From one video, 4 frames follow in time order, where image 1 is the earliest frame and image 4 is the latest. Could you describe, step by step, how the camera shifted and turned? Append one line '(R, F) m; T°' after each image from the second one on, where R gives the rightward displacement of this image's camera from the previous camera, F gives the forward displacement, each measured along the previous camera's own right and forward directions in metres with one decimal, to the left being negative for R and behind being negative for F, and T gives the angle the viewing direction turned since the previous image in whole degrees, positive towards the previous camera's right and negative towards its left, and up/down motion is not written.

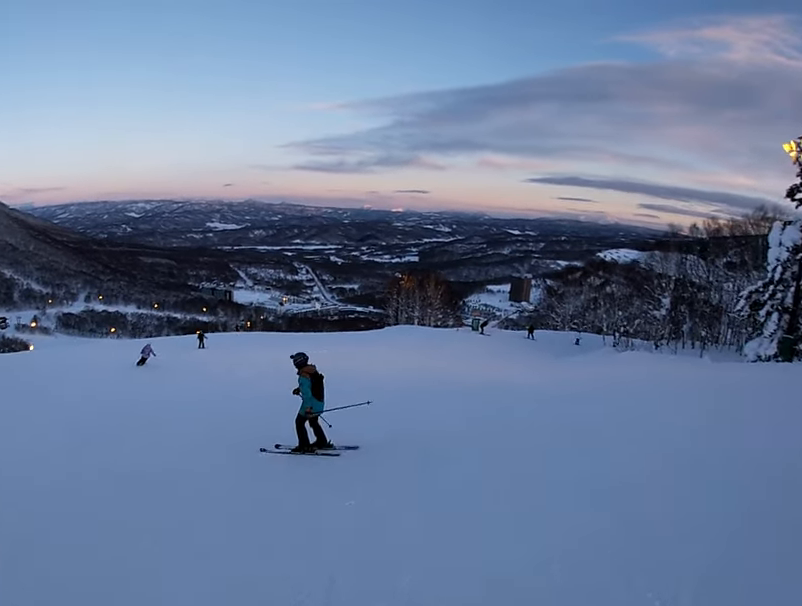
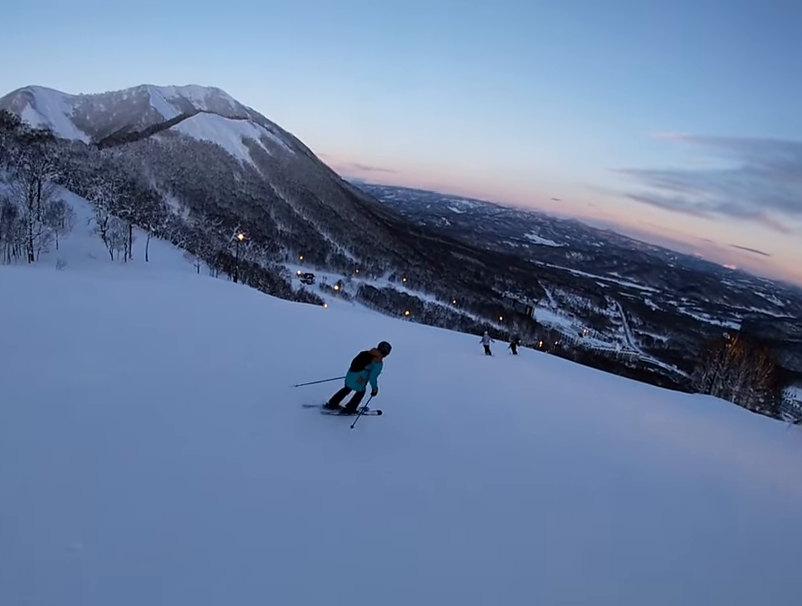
(-0.2, +6.0) m; -18°
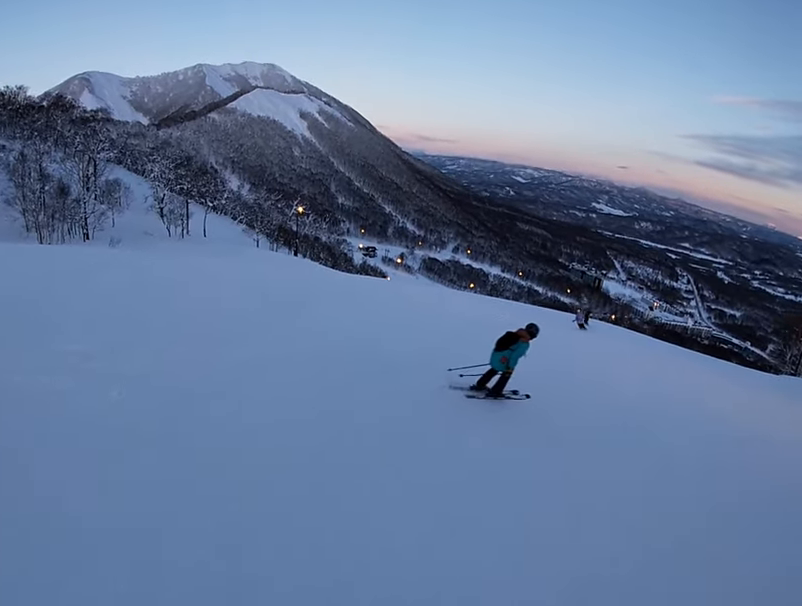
(-0.3, +2.3) m; -12°
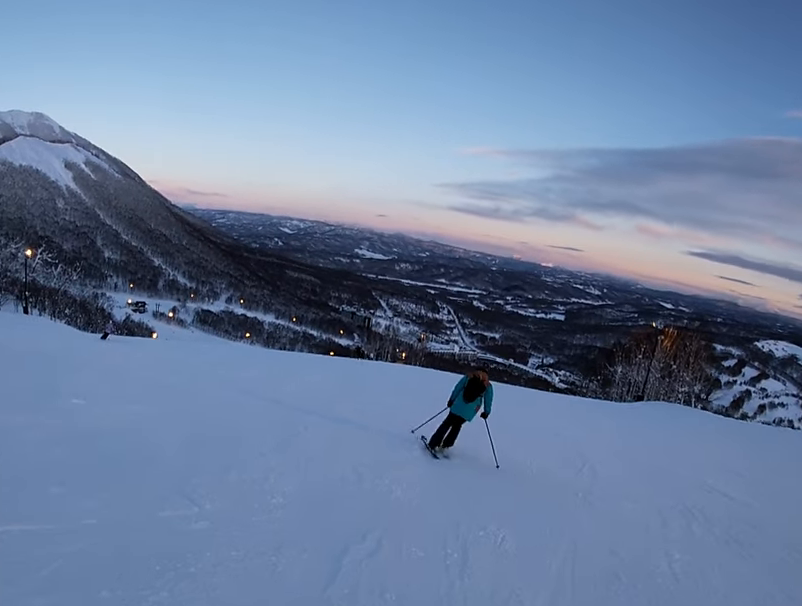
(+1.5, +18.3) m; +27°
